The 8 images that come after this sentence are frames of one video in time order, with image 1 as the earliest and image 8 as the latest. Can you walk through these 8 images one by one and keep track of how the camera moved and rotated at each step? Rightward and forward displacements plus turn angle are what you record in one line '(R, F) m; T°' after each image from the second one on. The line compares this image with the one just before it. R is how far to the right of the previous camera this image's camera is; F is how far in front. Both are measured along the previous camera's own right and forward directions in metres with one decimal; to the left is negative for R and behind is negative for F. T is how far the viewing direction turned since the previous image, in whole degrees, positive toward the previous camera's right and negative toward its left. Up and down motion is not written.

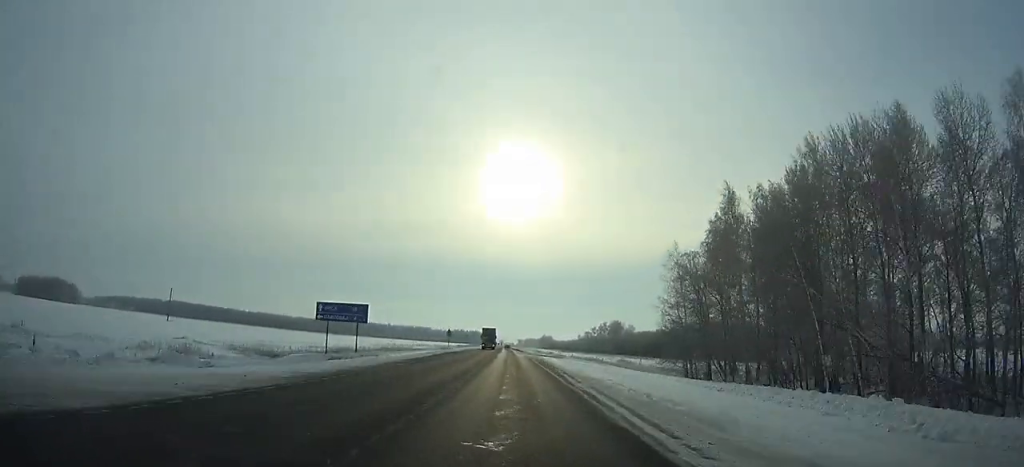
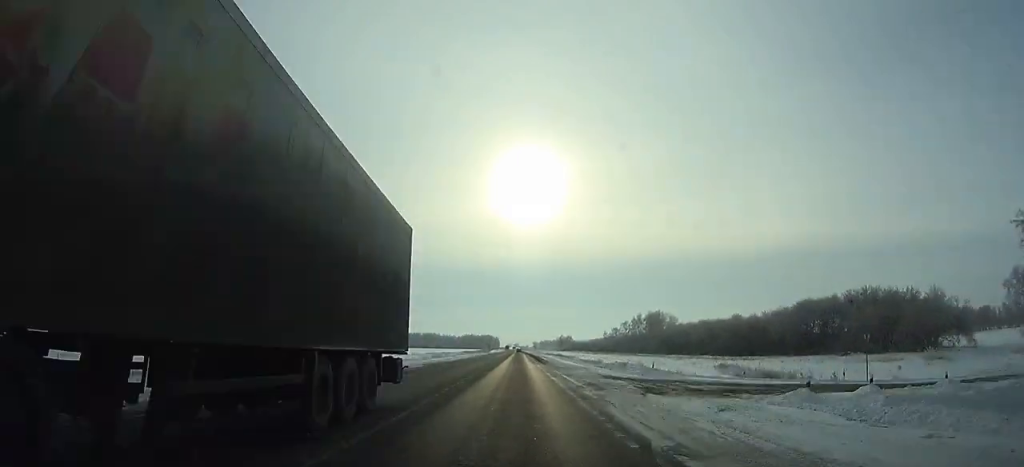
(-0.6, +61.8) m; -1°
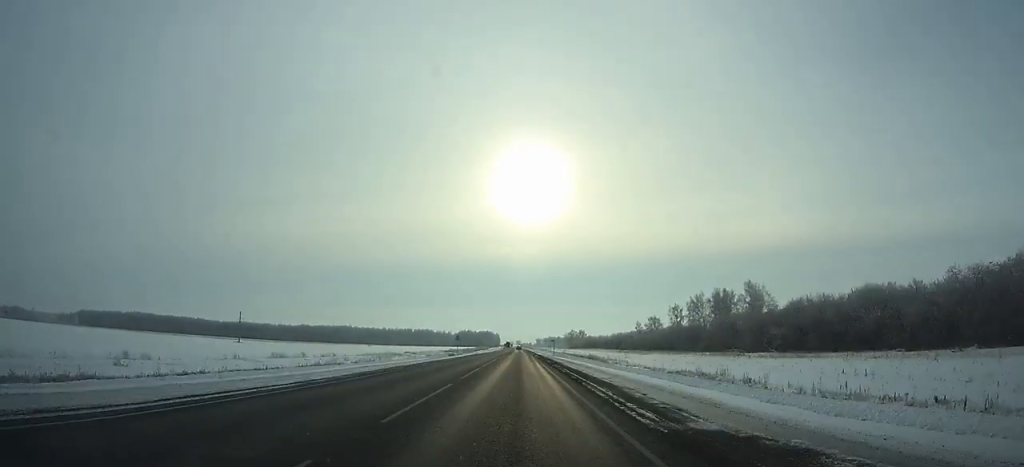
(-0.5, +91.0) m; 0°
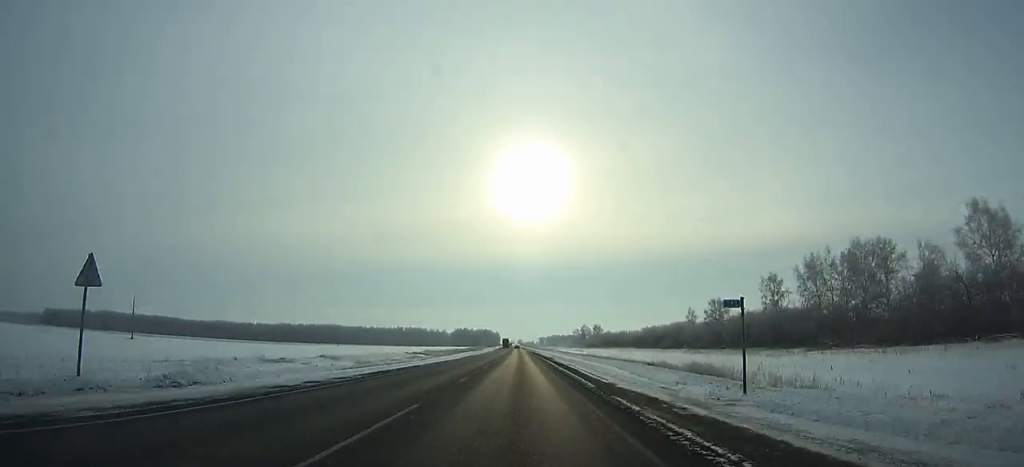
(-0.1, +77.7) m; 0°
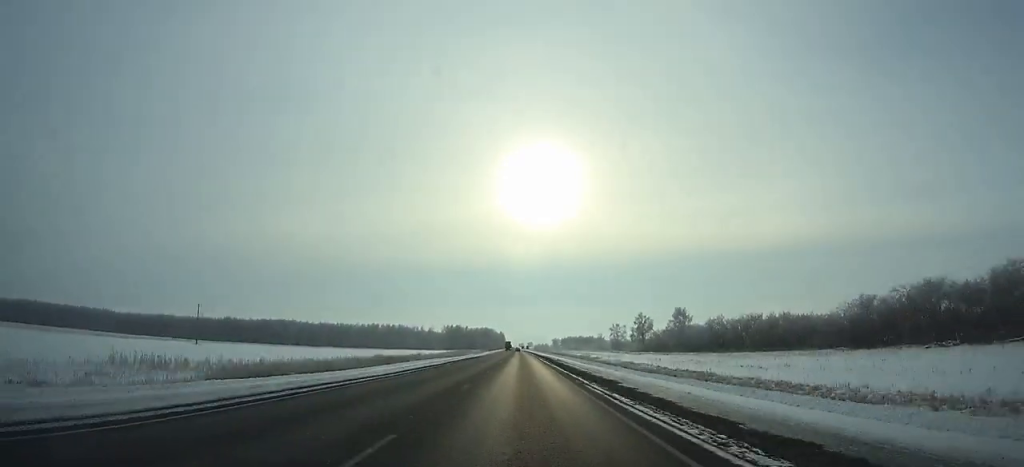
(-1.2, +169.7) m; -1°
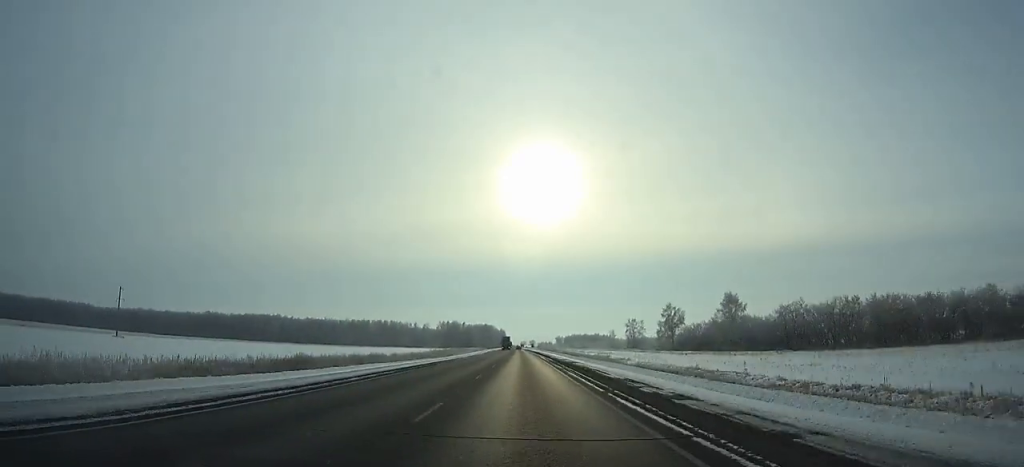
(+0.1, +43.3) m; 0°
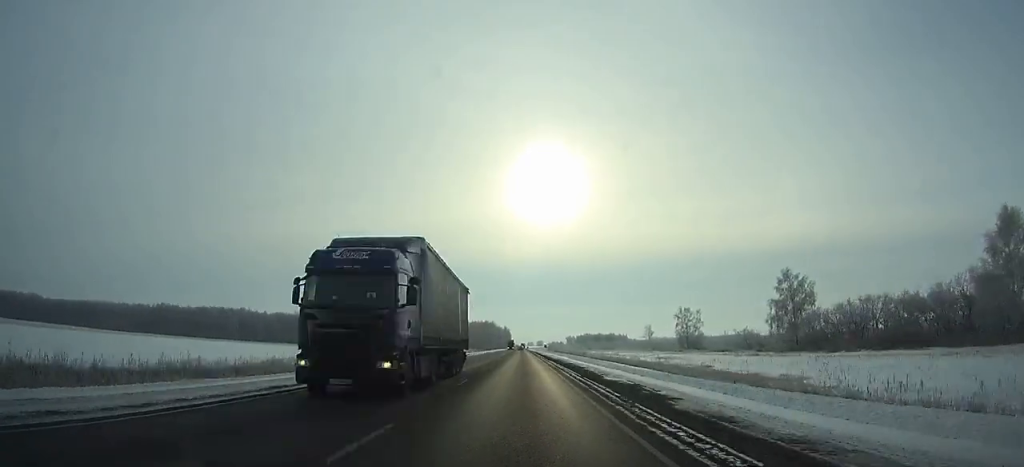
(-0.4, +87.0) m; 0°
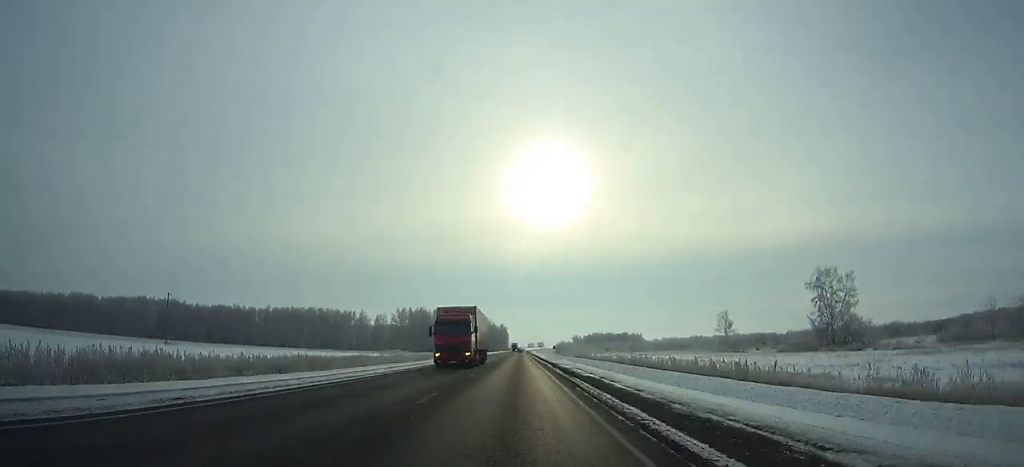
(-0.2, +101.2) m; 0°
